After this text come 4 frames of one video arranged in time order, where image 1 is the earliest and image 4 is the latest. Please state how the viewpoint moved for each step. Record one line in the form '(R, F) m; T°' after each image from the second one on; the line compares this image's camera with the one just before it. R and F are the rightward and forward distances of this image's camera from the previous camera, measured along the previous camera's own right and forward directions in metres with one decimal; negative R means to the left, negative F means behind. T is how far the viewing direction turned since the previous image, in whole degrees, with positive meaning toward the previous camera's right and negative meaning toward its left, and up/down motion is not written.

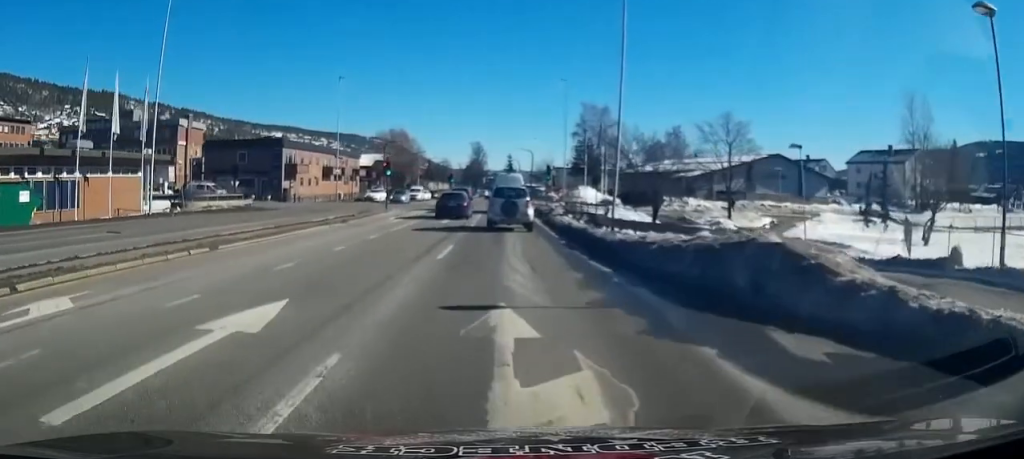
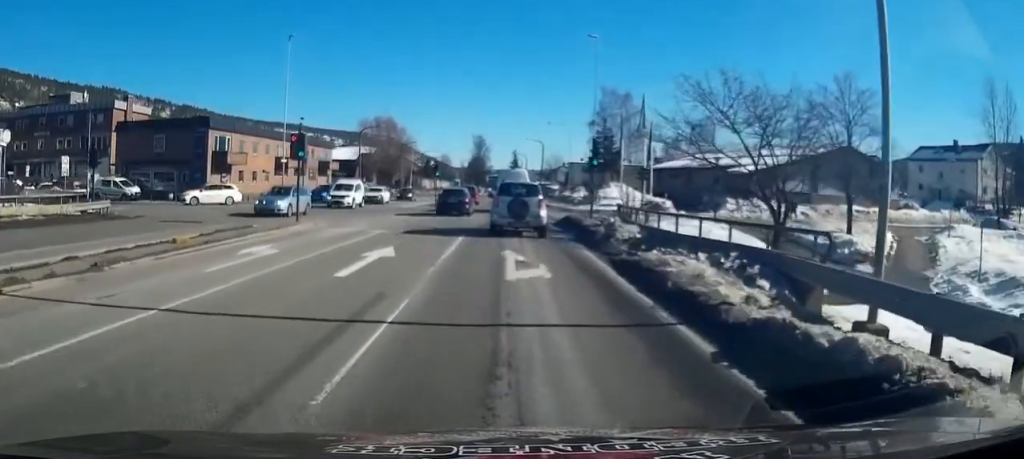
(-0.3, +16.4) m; -6°
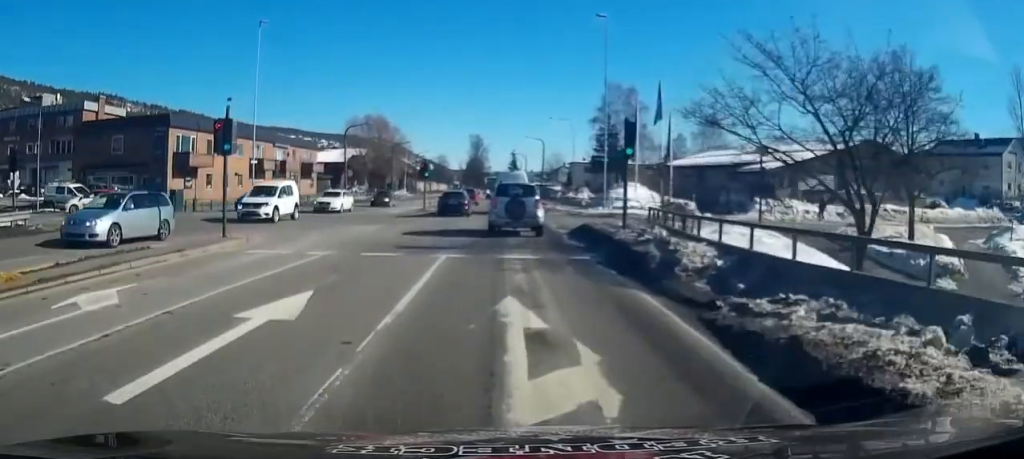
(0.0, +5.5) m; +3°
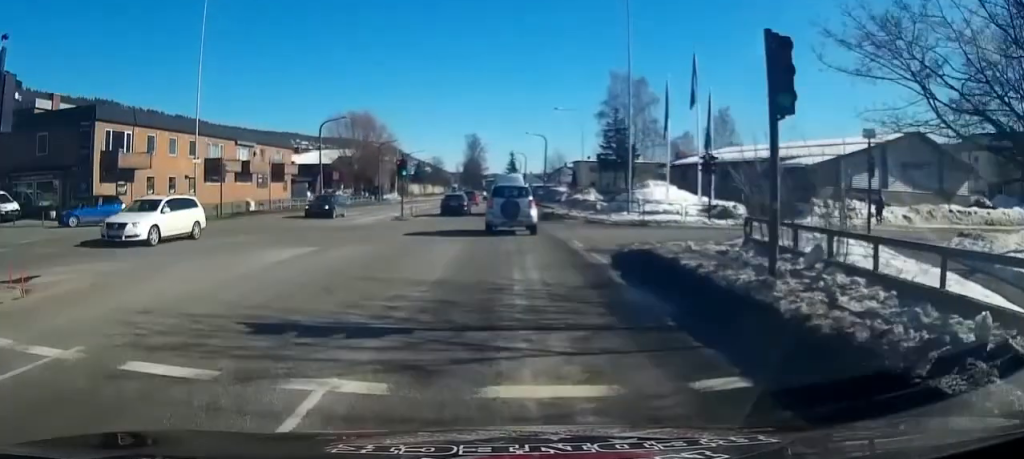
(+0.3, +8.1) m; +2°
